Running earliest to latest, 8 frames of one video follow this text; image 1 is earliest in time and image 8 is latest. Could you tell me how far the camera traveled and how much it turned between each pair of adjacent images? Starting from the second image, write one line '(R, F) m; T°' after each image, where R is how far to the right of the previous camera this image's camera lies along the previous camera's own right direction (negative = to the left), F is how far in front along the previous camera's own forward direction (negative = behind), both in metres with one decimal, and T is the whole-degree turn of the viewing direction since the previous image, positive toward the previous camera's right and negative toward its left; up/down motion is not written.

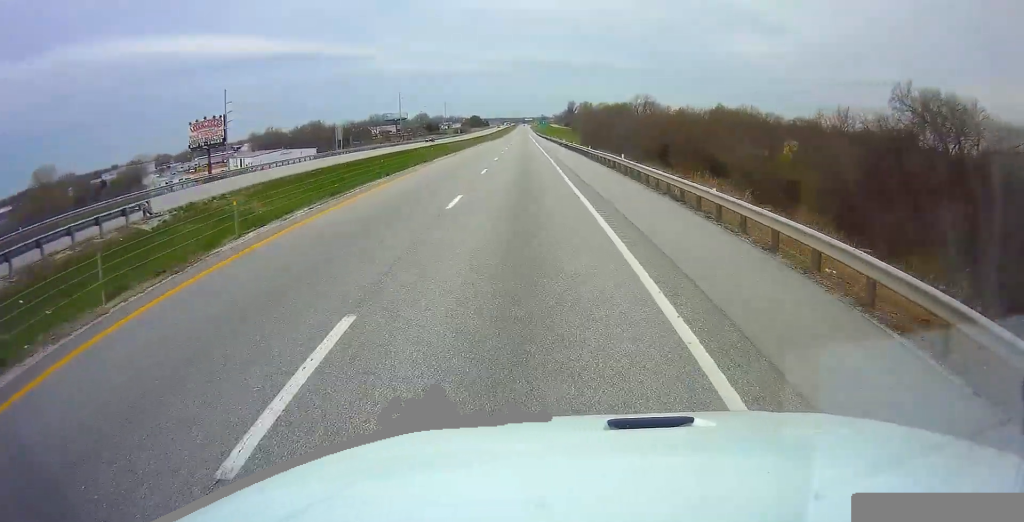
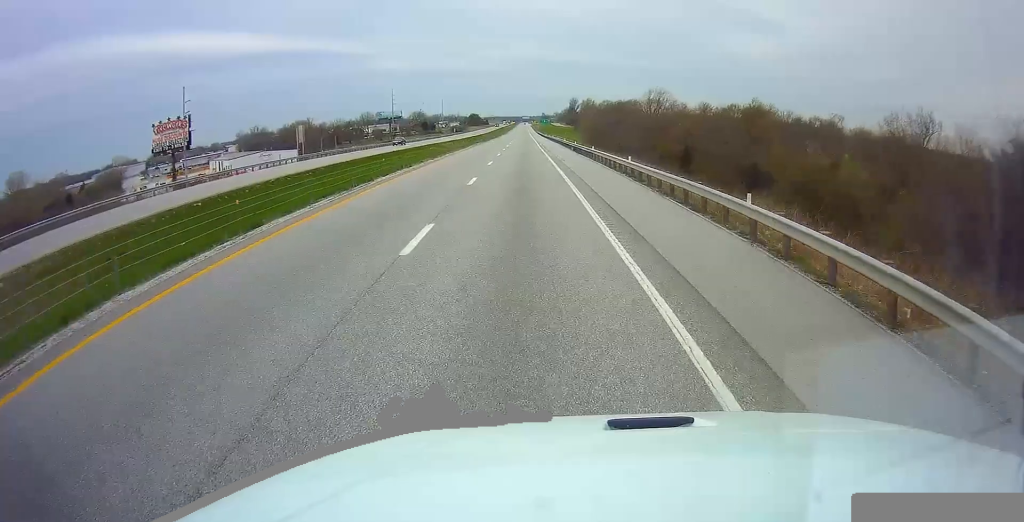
(-0.4, +17.9) m; 0°
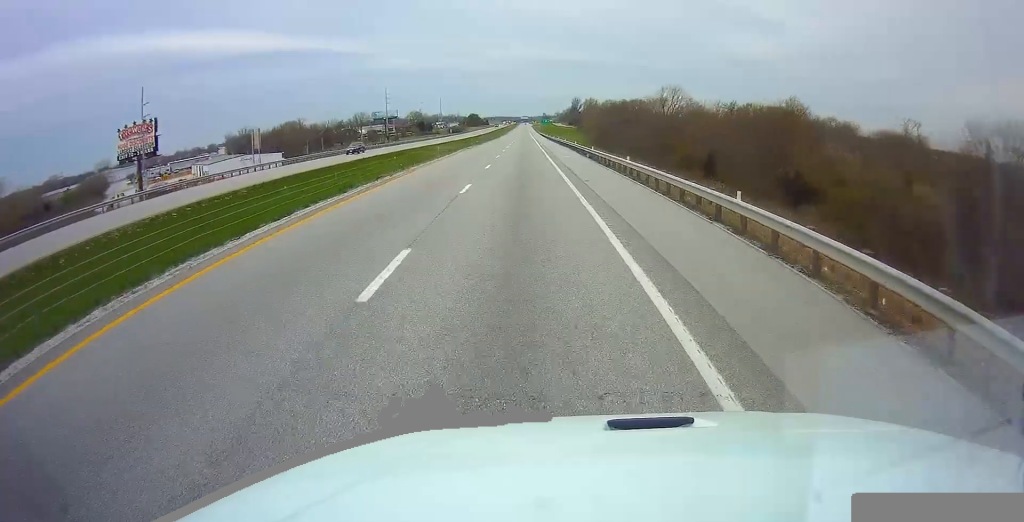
(-0.2, +14.7) m; 0°
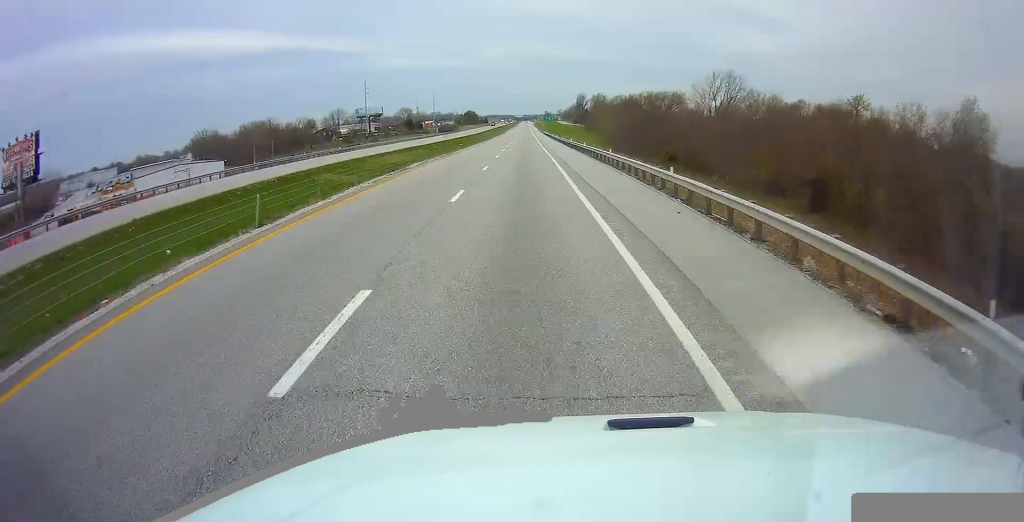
(+0.4, +38.9) m; 0°
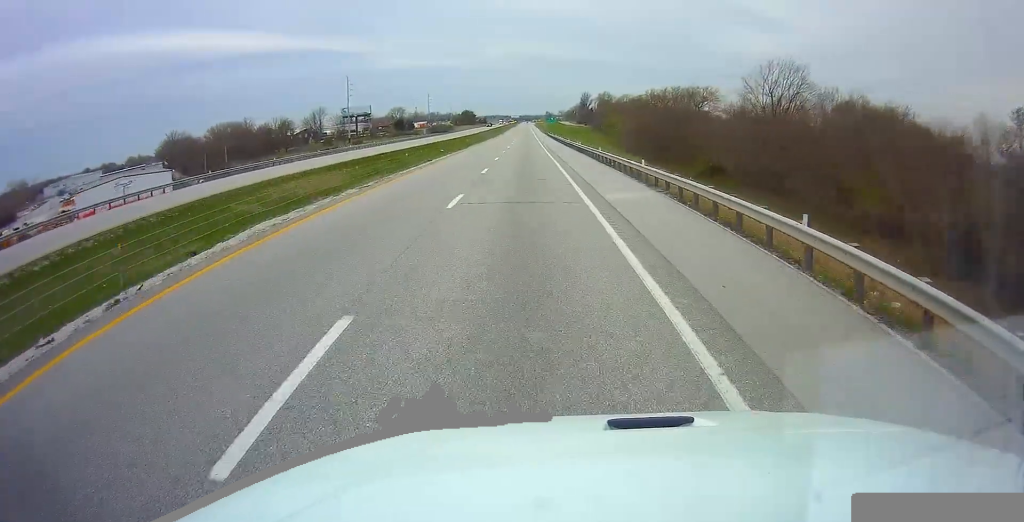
(-0.4, +25.2) m; -1°
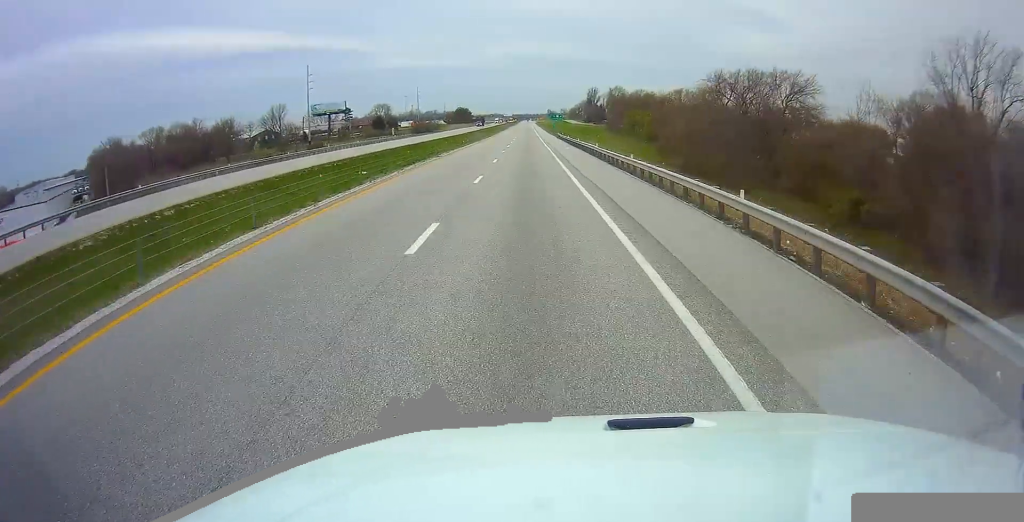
(+0.5, +42.0) m; +1°
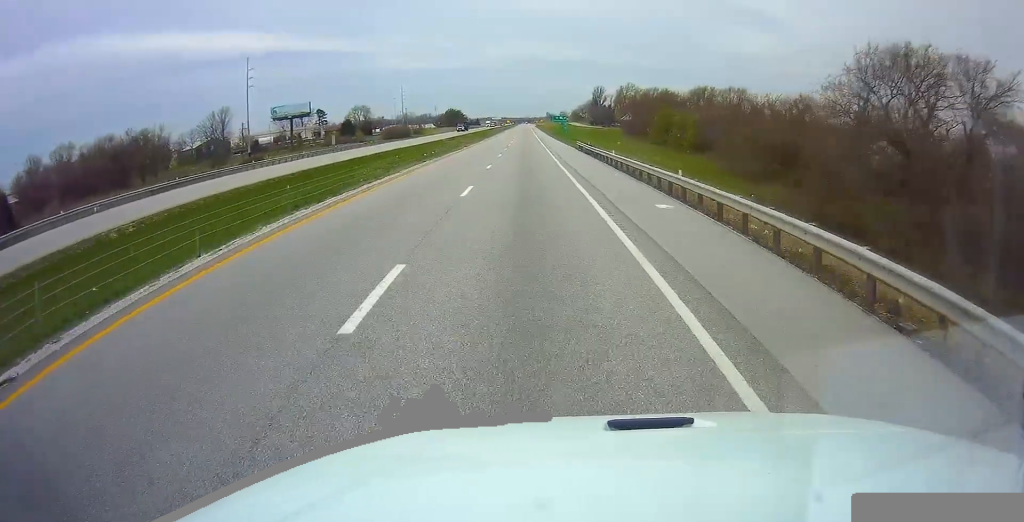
(-0.1, +39.9) m; 0°
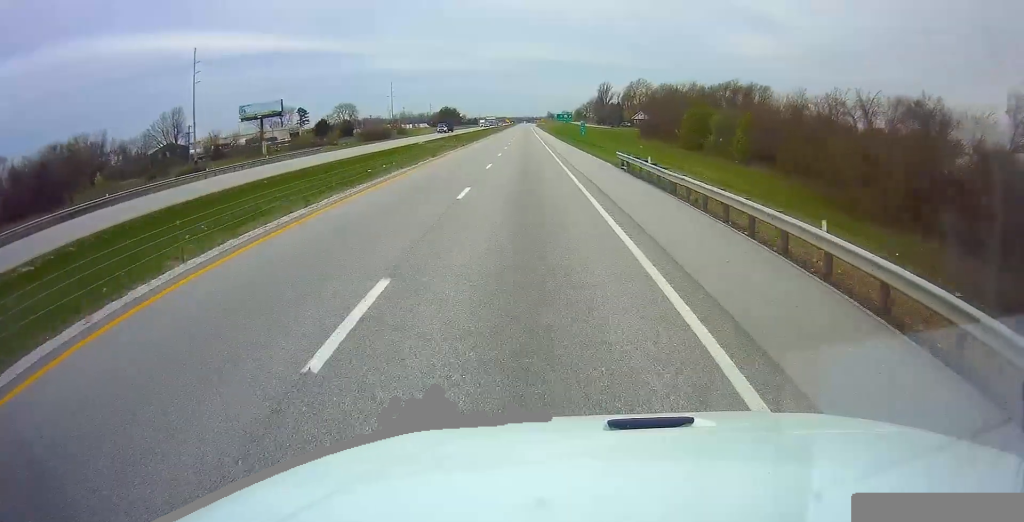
(+0.2, +25.2) m; 0°
